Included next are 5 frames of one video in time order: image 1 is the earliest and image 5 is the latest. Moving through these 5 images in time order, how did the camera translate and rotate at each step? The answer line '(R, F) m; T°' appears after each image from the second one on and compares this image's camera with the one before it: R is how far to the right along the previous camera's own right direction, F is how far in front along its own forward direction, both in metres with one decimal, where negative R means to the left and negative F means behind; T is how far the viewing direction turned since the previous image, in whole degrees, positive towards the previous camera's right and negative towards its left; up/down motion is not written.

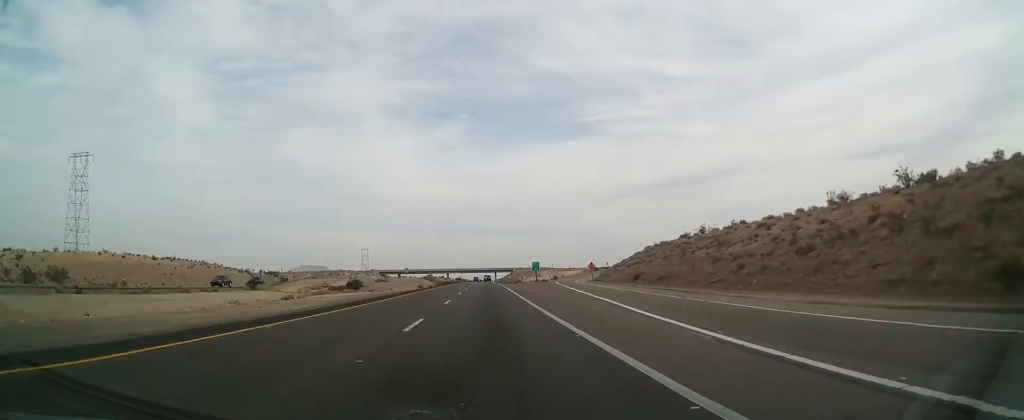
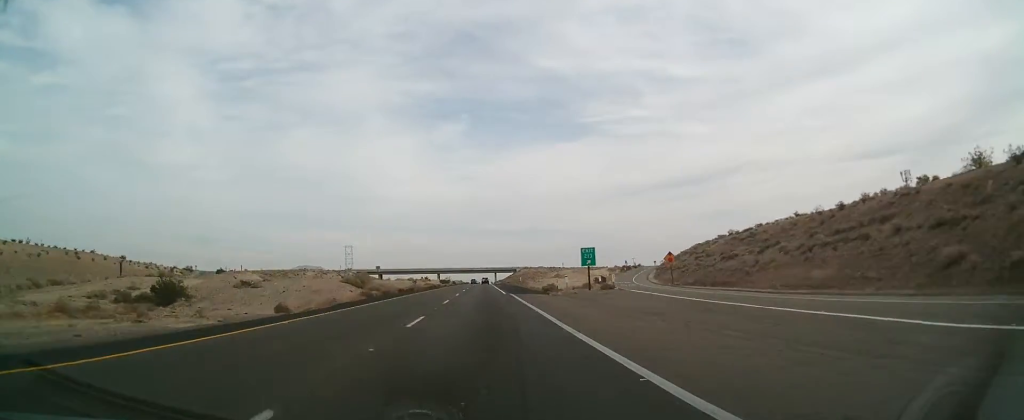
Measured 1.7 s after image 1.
(+0.6, +56.6) m; +1°
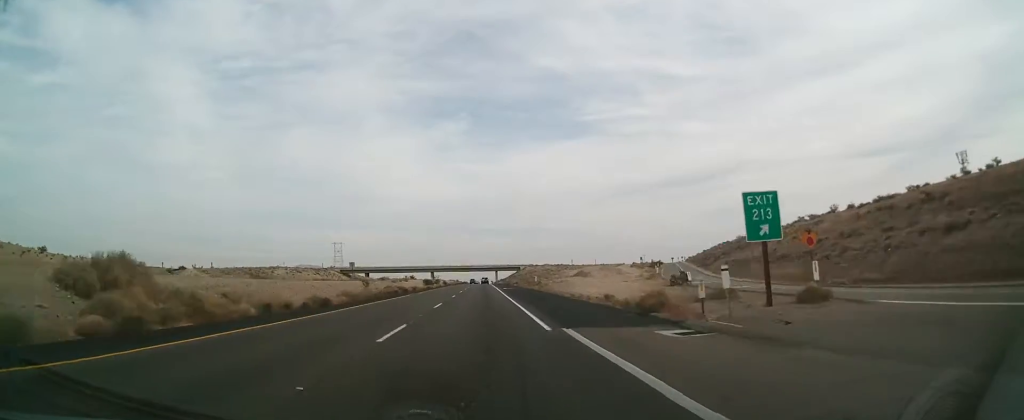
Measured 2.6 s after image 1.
(0.0, +32.8) m; 0°
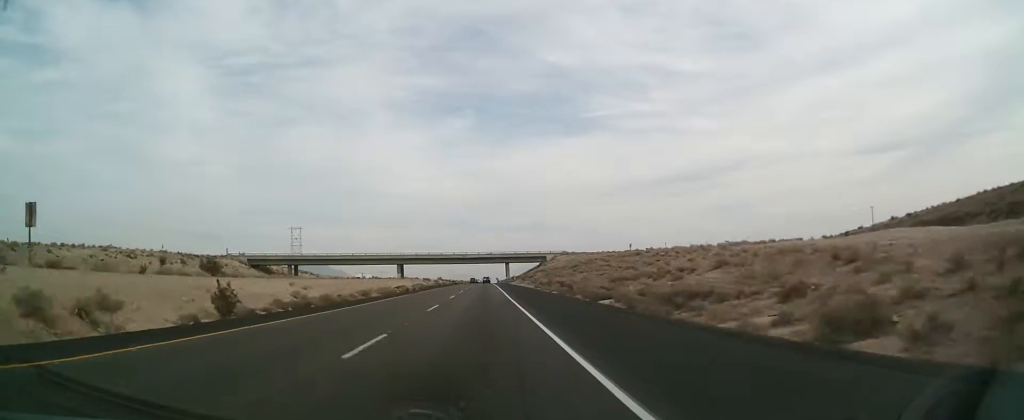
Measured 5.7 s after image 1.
(-0.2, +104.5) m; 0°
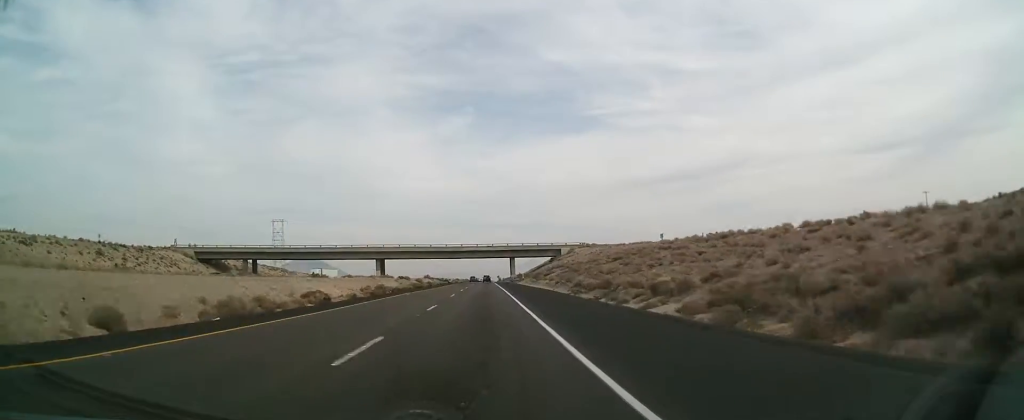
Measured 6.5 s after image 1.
(-0.1, +30.0) m; 0°
